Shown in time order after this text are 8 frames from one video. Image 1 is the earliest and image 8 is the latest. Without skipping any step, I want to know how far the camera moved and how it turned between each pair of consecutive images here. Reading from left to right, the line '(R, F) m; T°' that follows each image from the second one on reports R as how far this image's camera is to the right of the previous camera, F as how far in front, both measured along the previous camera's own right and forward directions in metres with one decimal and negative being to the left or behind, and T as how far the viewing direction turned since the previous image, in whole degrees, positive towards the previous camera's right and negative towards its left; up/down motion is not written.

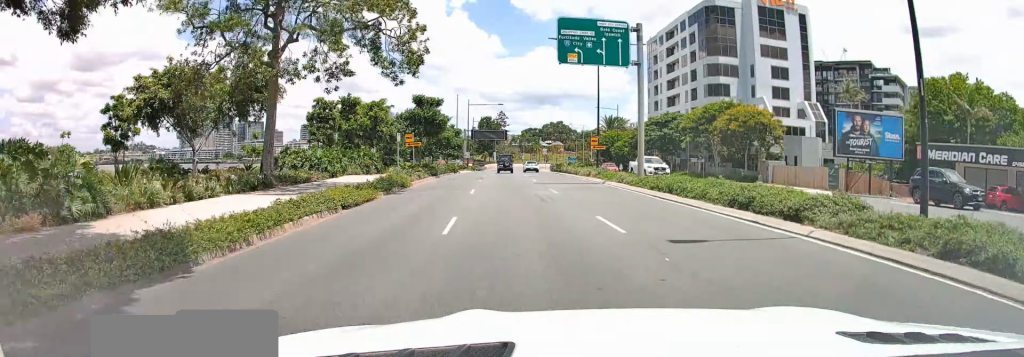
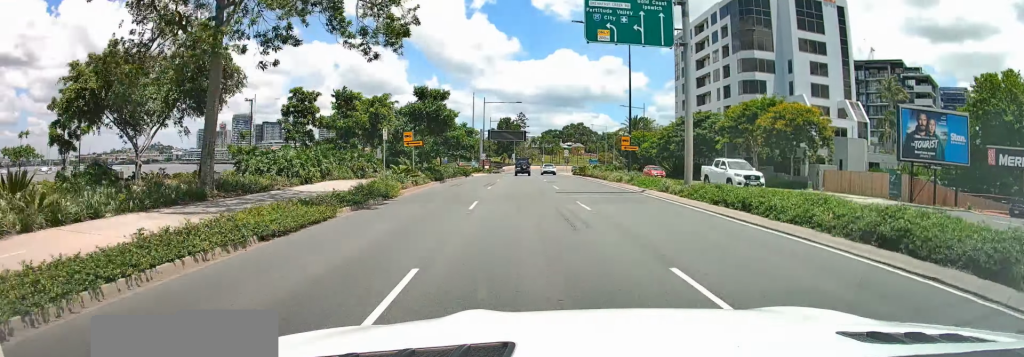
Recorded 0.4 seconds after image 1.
(-0.2, +6.3) m; -2°
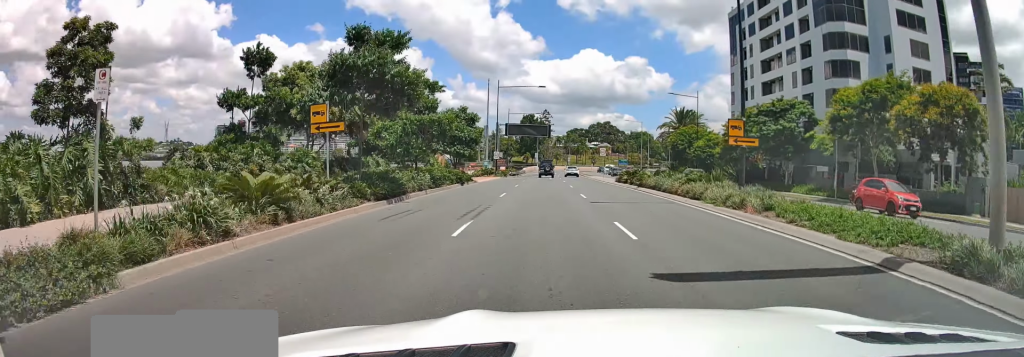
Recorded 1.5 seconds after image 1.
(-0.8, +17.5) m; -3°
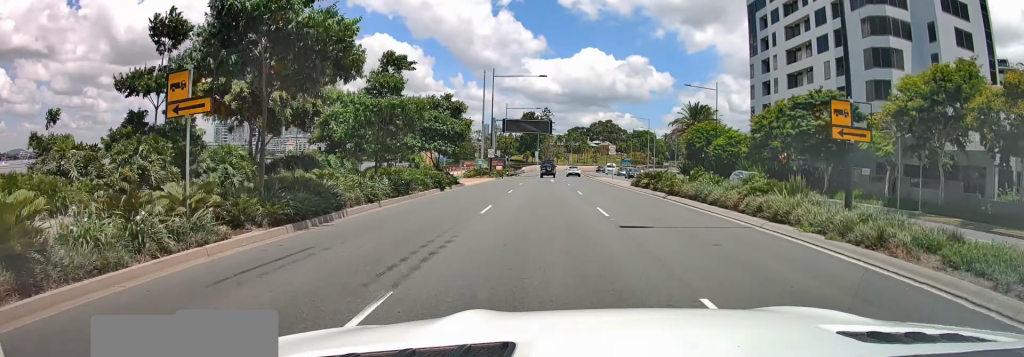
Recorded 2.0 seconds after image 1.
(0.0, +7.5) m; 0°
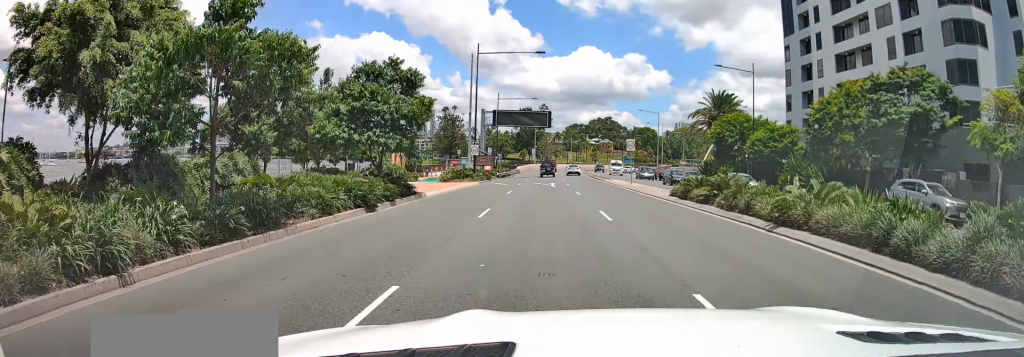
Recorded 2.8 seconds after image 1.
(0.0, +12.0) m; +1°
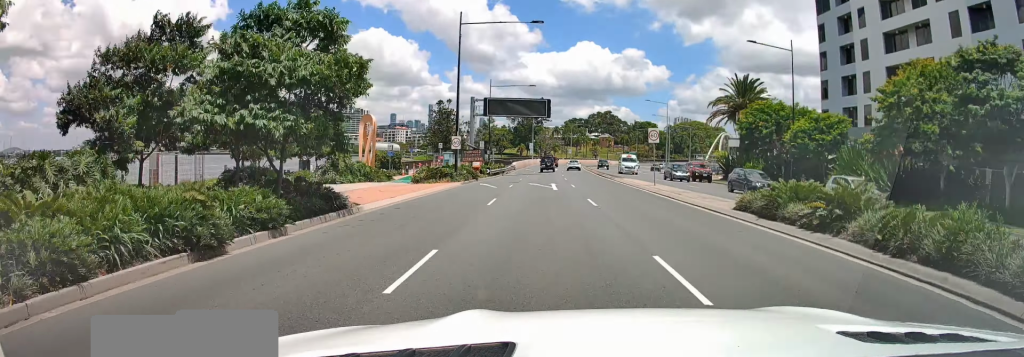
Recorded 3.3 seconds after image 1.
(+0.2, +9.0) m; +1°
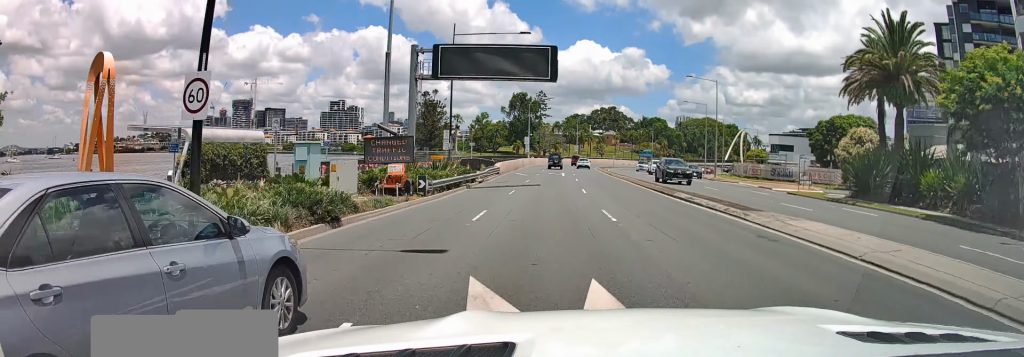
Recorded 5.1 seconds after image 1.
(+0.5, +28.5) m; +2°
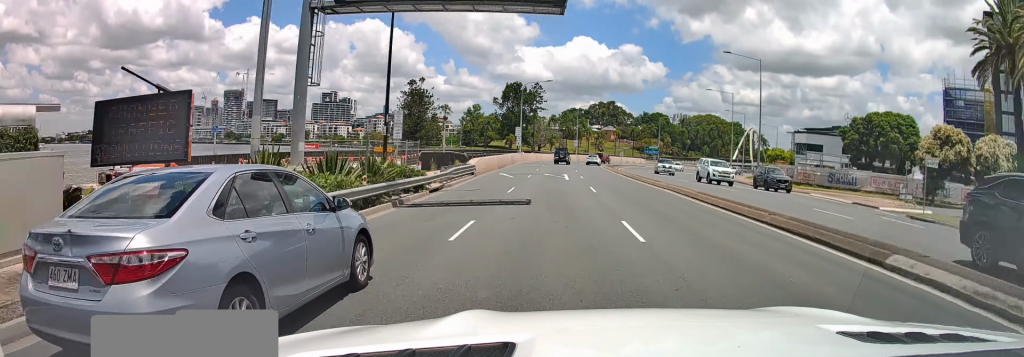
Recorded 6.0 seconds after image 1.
(+0.2, +15.7) m; 0°
